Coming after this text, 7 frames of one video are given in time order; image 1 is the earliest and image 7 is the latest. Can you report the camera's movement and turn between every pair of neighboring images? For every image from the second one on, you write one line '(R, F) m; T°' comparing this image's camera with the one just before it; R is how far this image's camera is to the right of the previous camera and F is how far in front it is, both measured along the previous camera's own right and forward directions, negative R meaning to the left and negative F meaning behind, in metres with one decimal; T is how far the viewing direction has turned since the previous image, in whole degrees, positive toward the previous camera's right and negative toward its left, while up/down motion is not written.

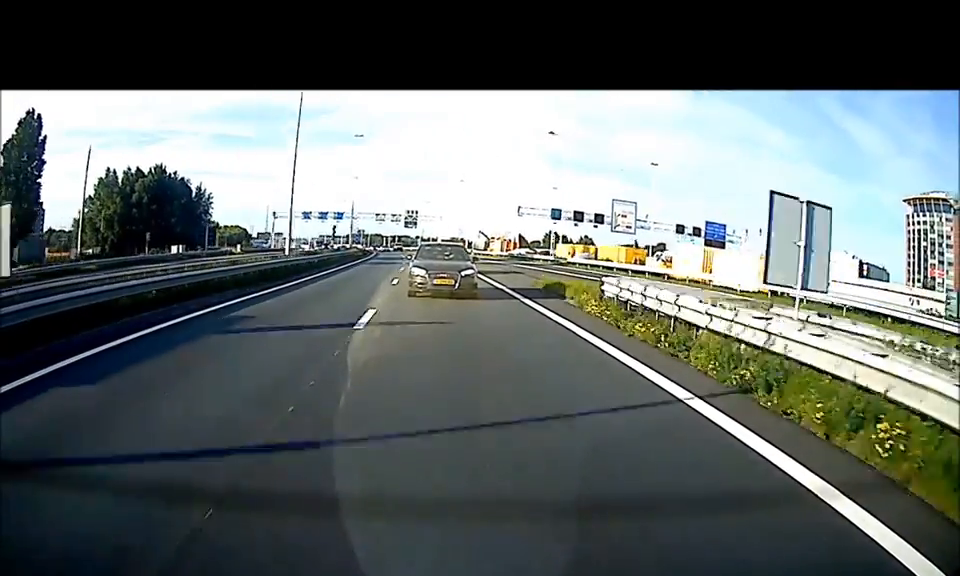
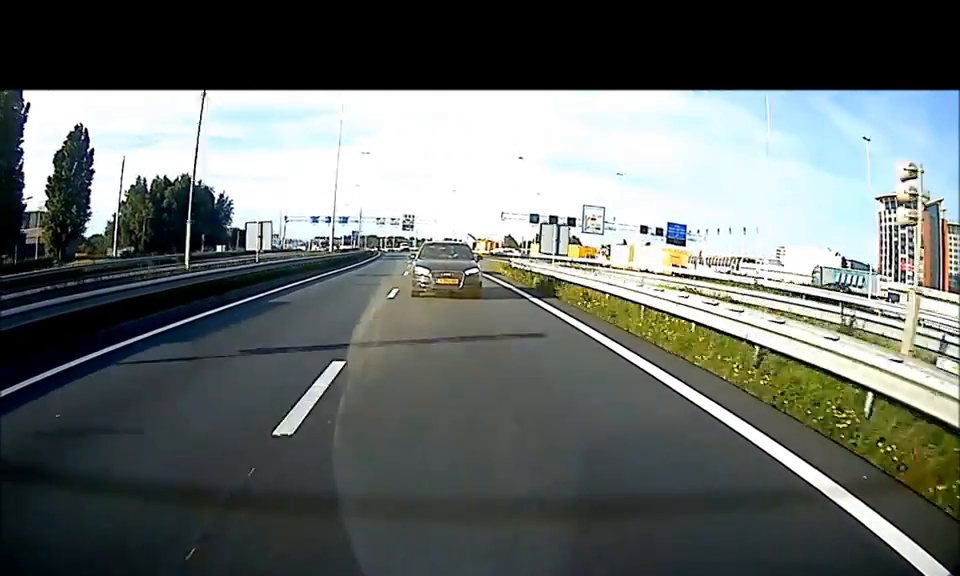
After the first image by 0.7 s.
(+0.5, +22.7) m; +1°
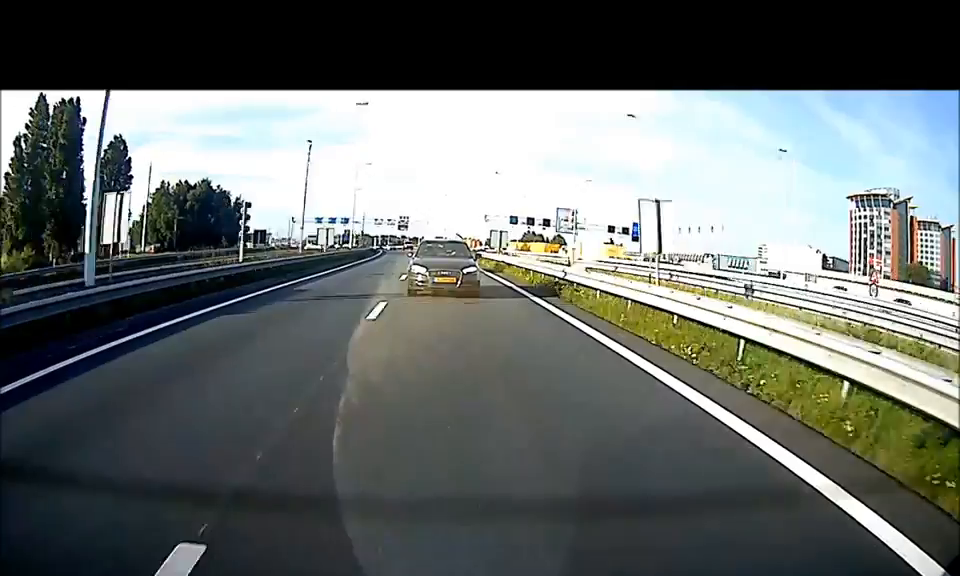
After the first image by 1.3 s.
(+0.1, +21.9) m; +1°
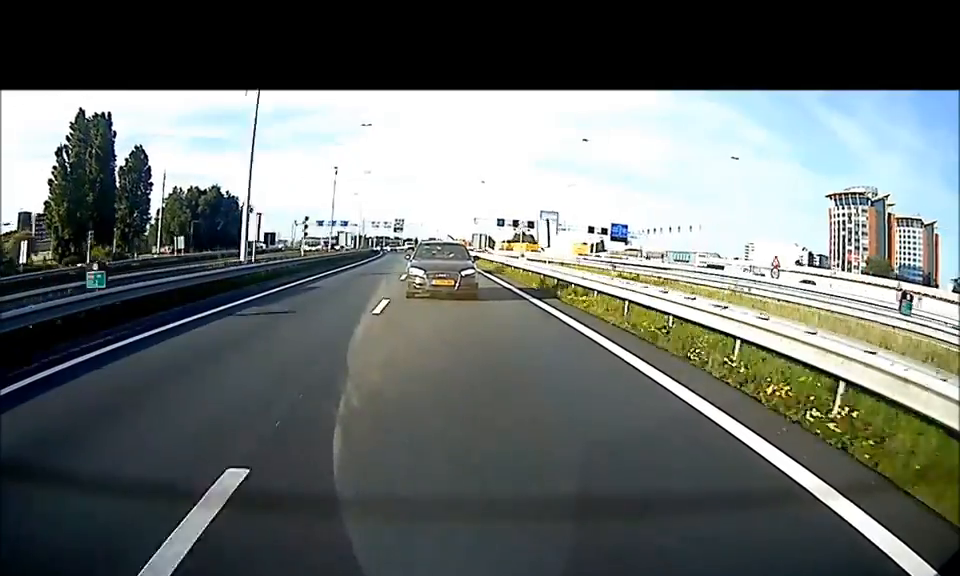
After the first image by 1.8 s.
(-0.1, +14.9) m; 0°
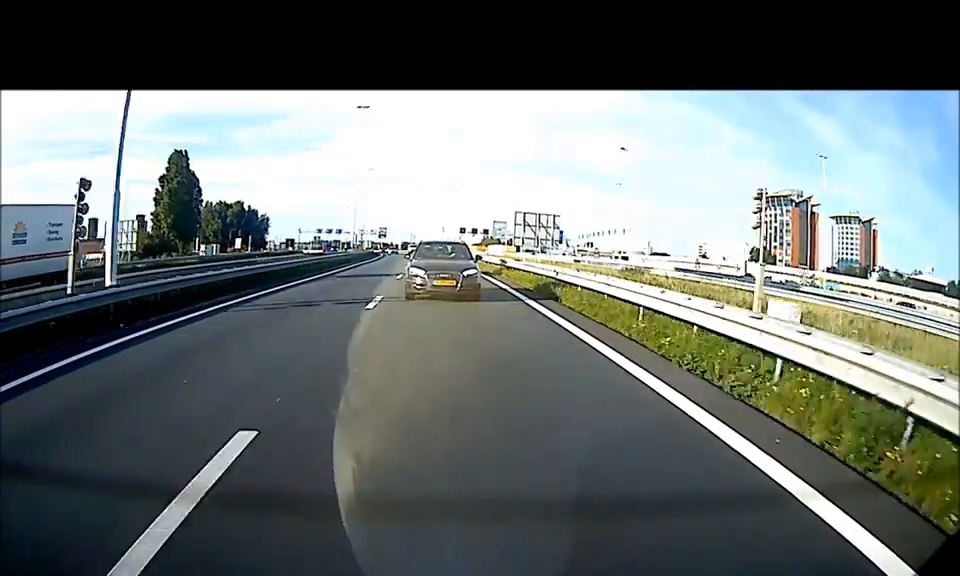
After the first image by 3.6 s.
(+0.9, +45.6) m; +2°
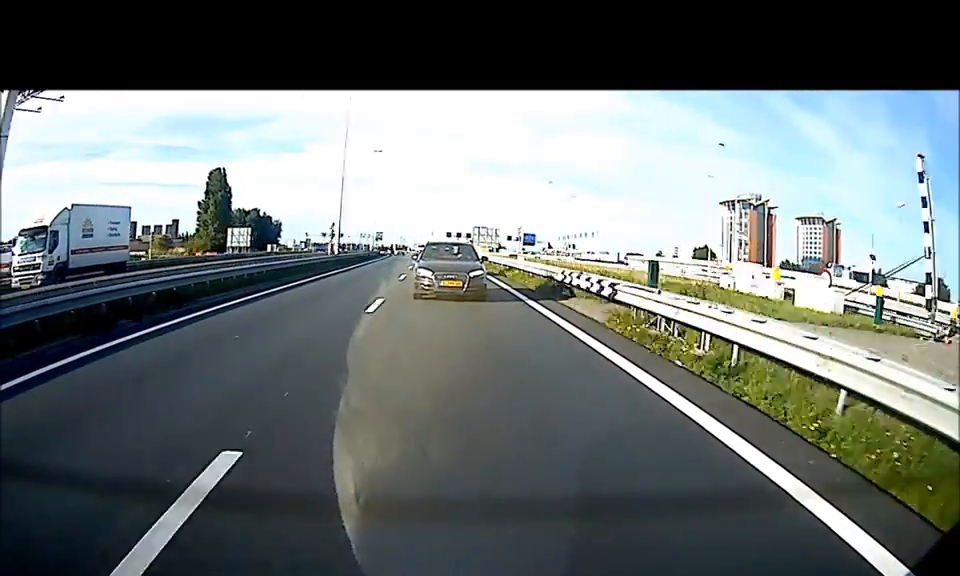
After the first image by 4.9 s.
(+0.2, +29.5) m; +2°
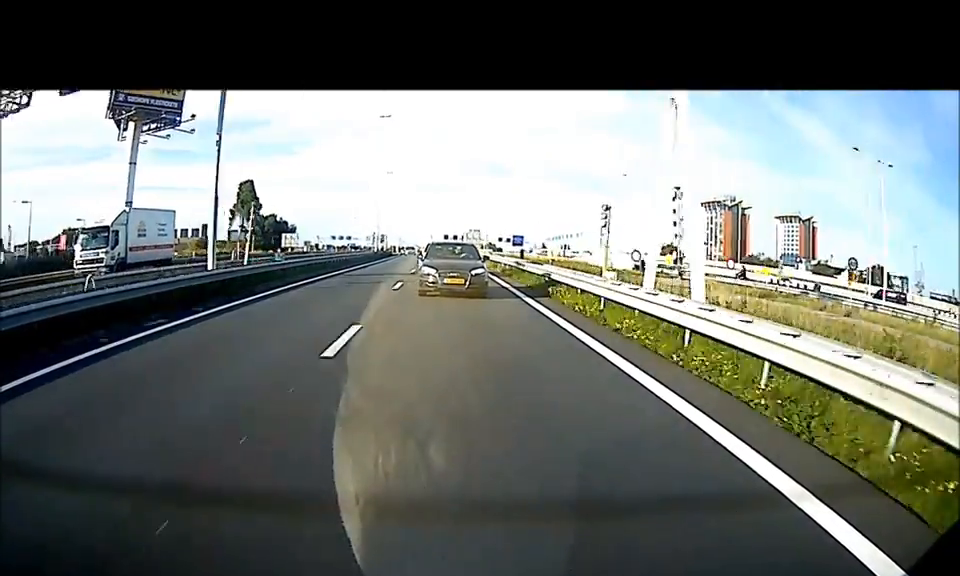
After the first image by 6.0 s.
(+0.4, +26.4) m; +1°
